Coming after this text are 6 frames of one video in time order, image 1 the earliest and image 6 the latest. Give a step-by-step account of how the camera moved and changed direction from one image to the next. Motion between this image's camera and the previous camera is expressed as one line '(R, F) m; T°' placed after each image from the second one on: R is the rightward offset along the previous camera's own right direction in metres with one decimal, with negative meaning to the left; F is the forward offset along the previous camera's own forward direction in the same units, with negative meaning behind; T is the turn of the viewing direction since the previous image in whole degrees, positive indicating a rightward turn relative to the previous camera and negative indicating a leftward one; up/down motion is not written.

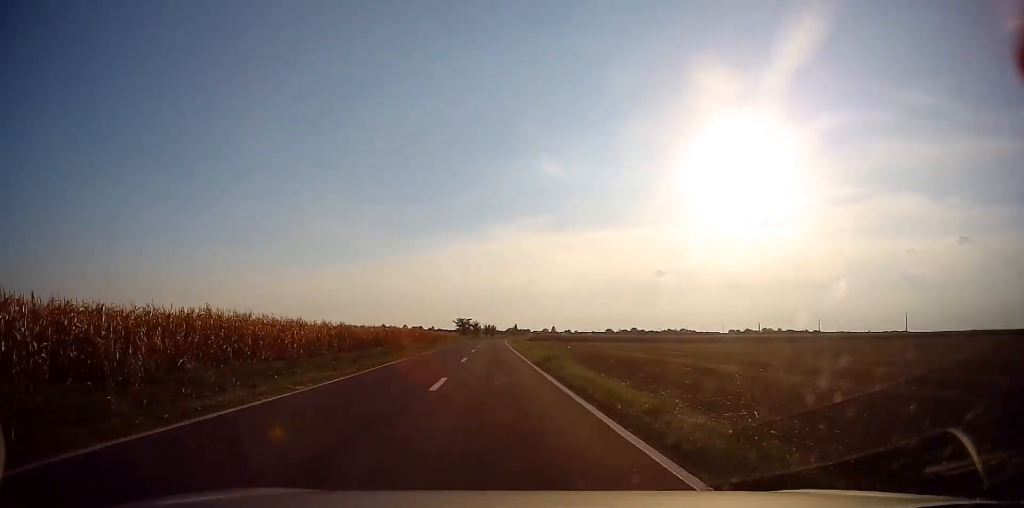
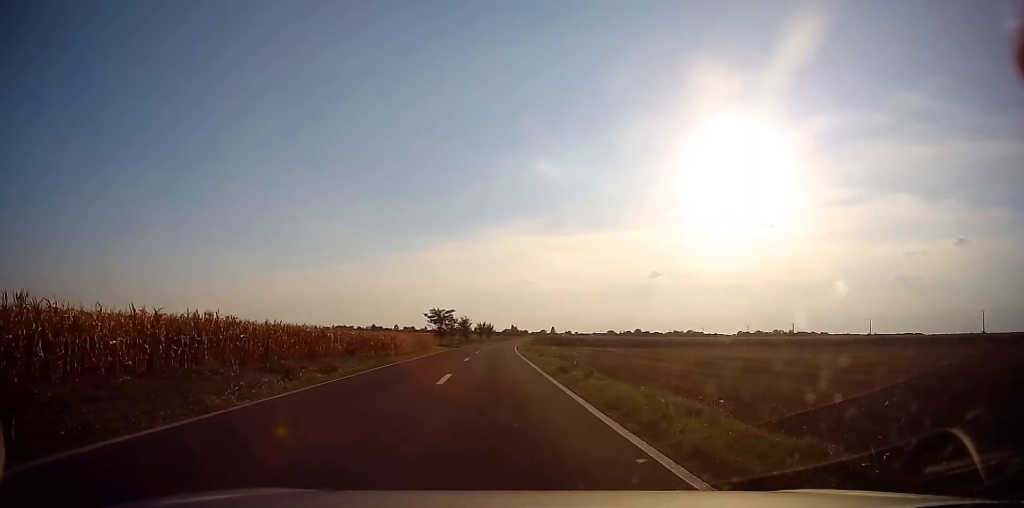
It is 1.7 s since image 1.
(+0.1, +46.2) m; 0°
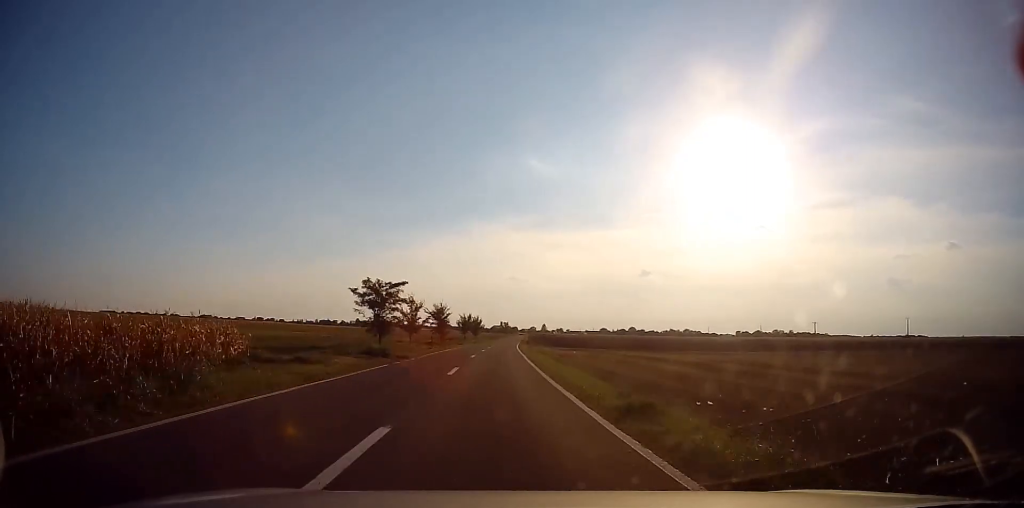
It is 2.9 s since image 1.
(+0.3, +33.1) m; +1°
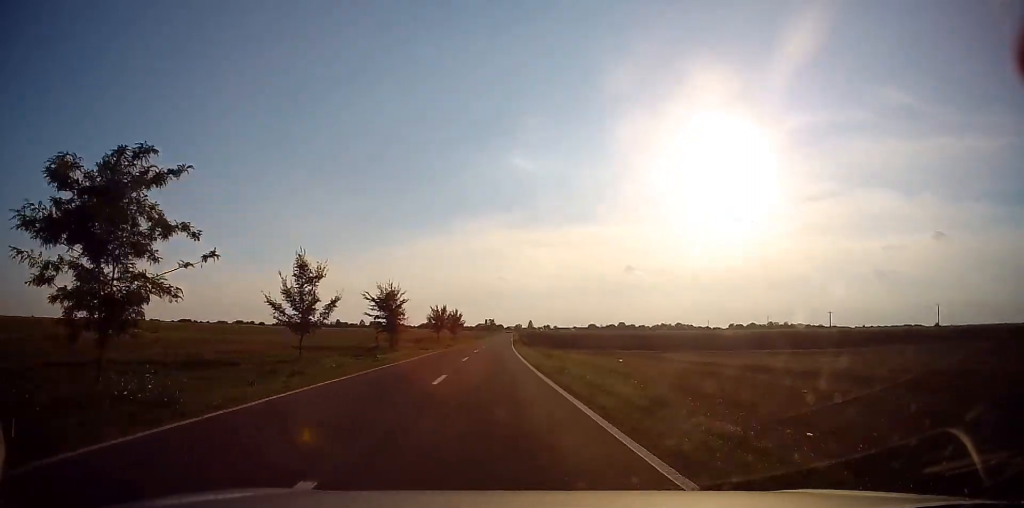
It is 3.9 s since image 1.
(+0.3, +26.7) m; +1°
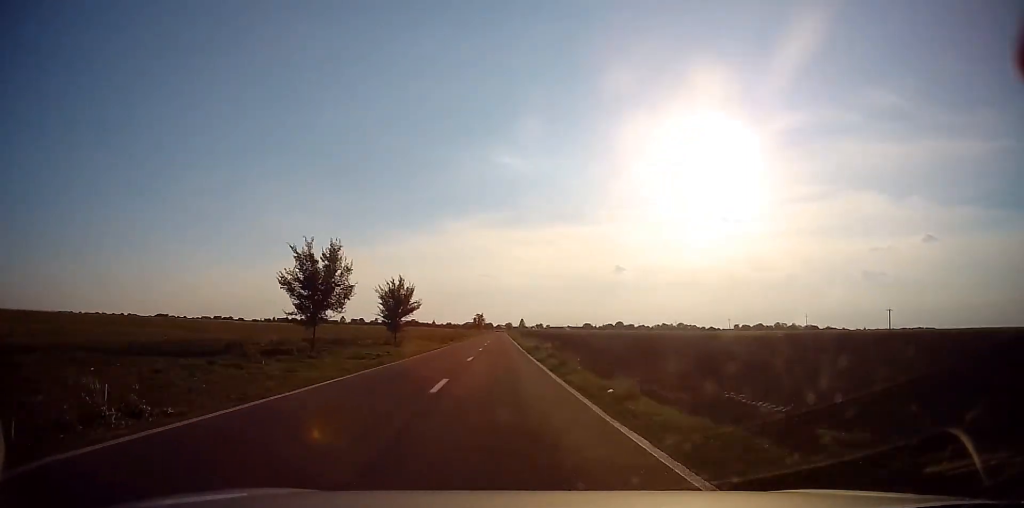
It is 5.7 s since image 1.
(+0.8, +50.5) m; +2°
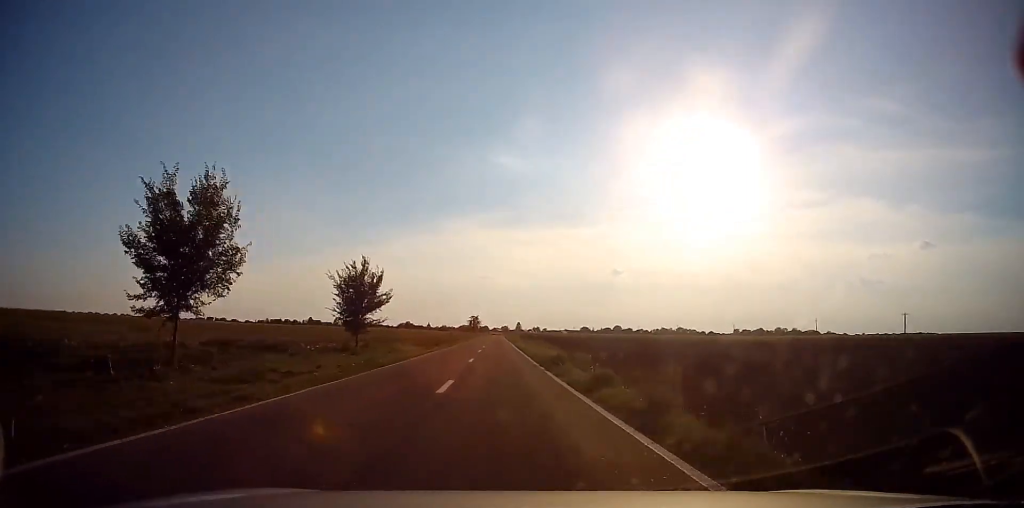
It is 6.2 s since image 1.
(+0.1, +11.7) m; 0°
